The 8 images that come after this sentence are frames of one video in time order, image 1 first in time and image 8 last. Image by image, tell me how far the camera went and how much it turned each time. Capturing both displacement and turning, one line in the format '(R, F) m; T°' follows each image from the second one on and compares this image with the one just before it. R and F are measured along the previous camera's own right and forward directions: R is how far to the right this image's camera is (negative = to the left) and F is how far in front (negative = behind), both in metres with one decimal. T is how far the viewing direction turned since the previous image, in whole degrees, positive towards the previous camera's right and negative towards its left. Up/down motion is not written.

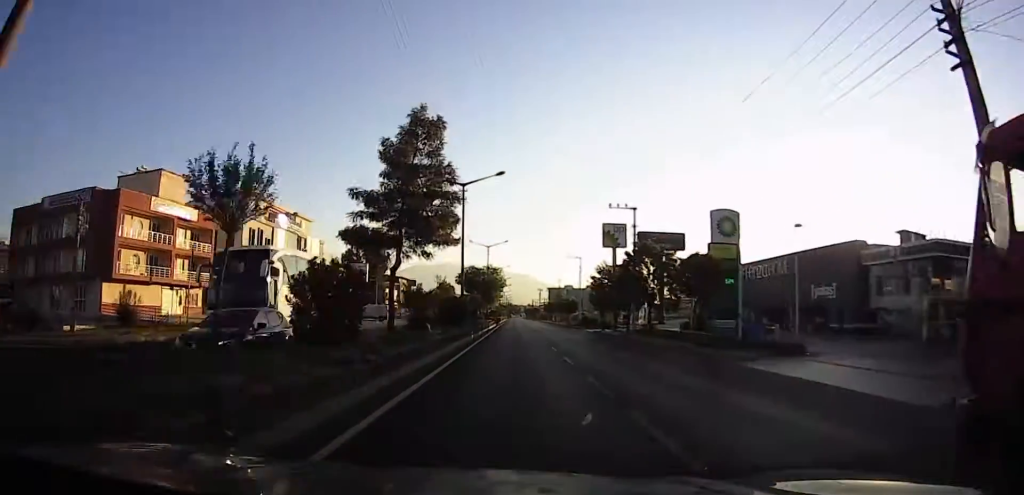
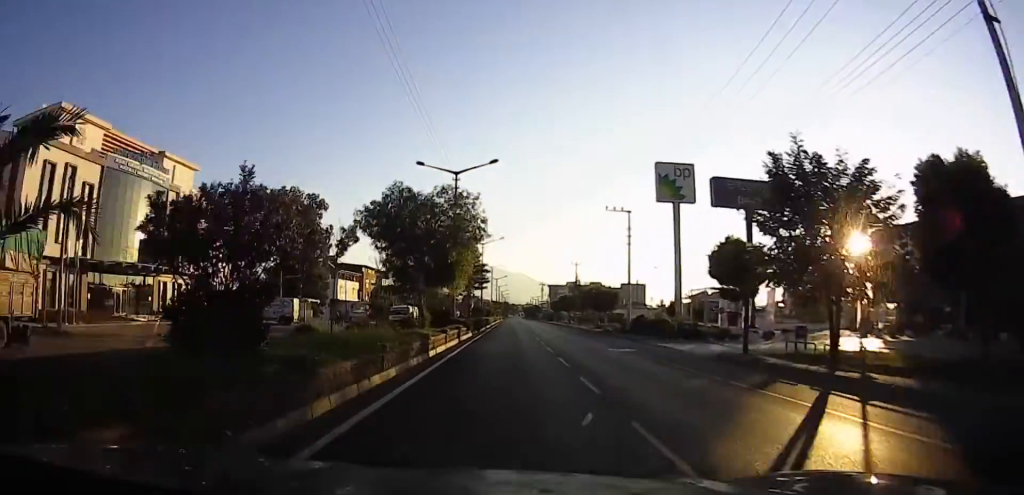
(0.0, +36.5) m; 0°
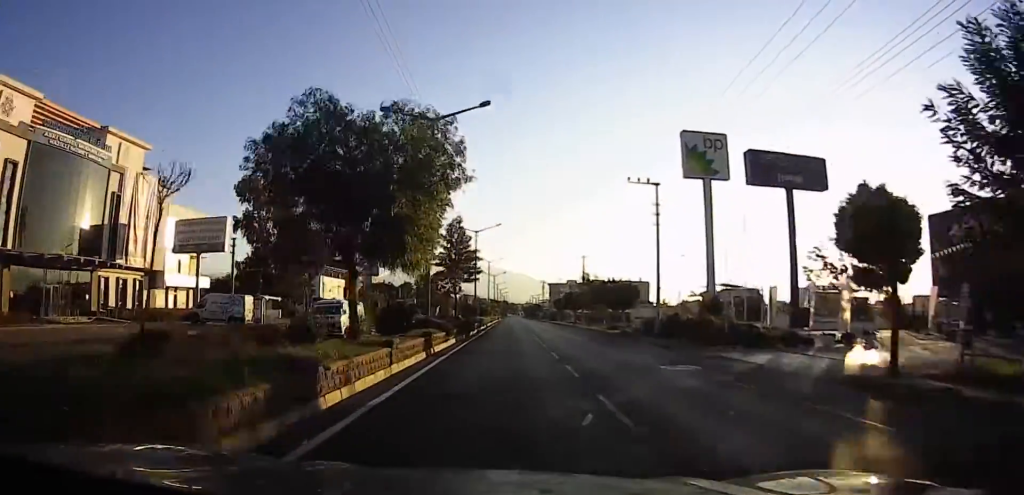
(-0.1, +9.5) m; 0°
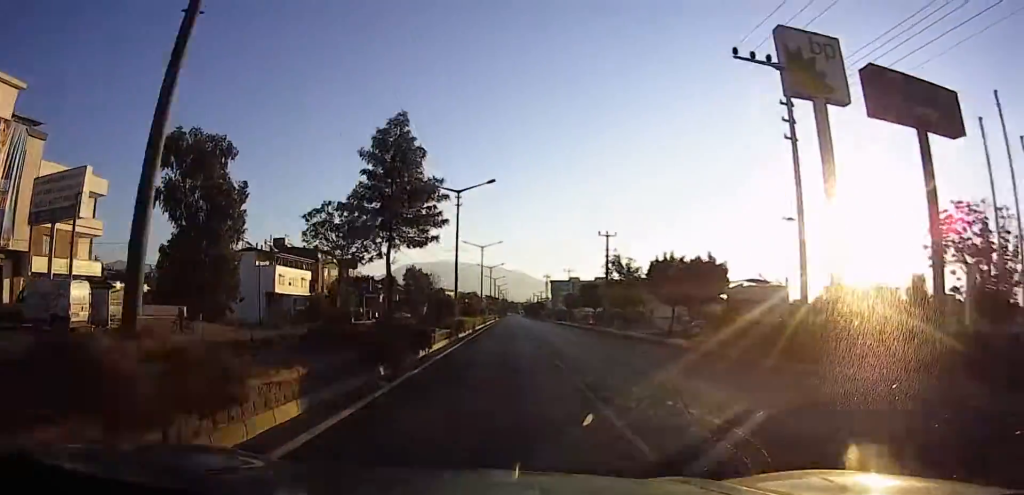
(+0.3, +19.4) m; +1°
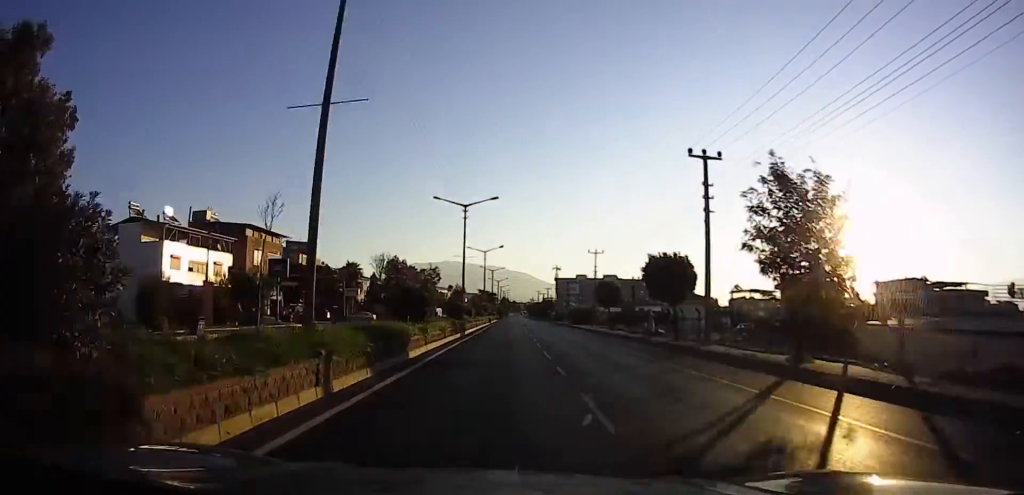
(+0.1, +29.7) m; 0°
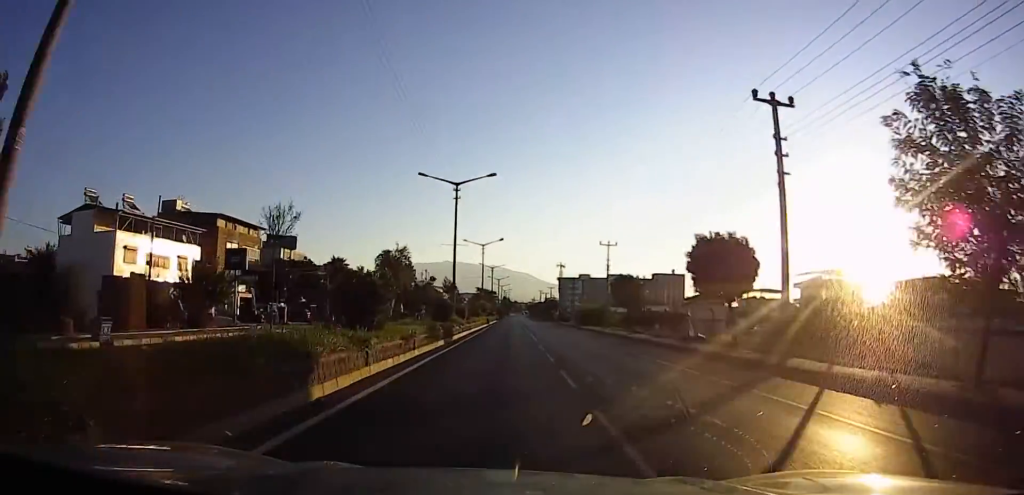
(0.0, +8.4) m; 0°
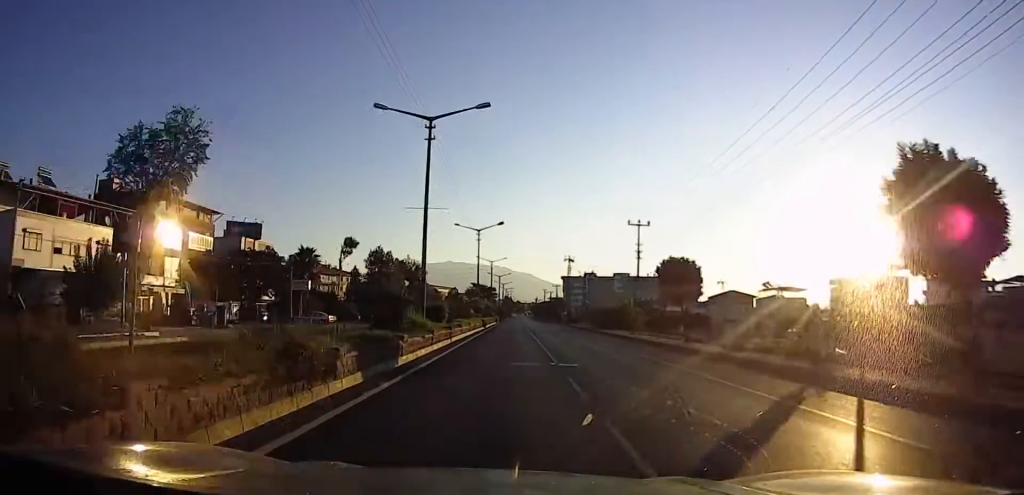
(-0.1, +14.2) m; -1°
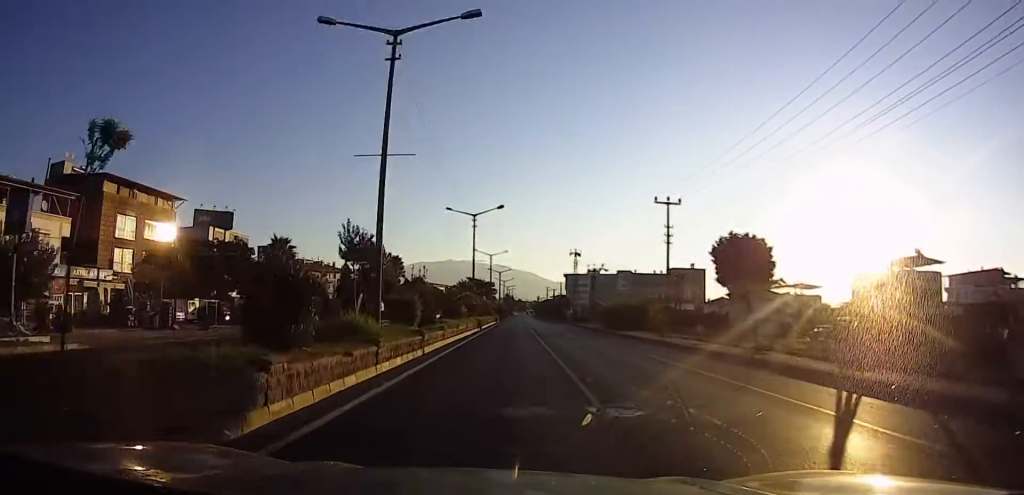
(0.0, +9.1) m; 0°
